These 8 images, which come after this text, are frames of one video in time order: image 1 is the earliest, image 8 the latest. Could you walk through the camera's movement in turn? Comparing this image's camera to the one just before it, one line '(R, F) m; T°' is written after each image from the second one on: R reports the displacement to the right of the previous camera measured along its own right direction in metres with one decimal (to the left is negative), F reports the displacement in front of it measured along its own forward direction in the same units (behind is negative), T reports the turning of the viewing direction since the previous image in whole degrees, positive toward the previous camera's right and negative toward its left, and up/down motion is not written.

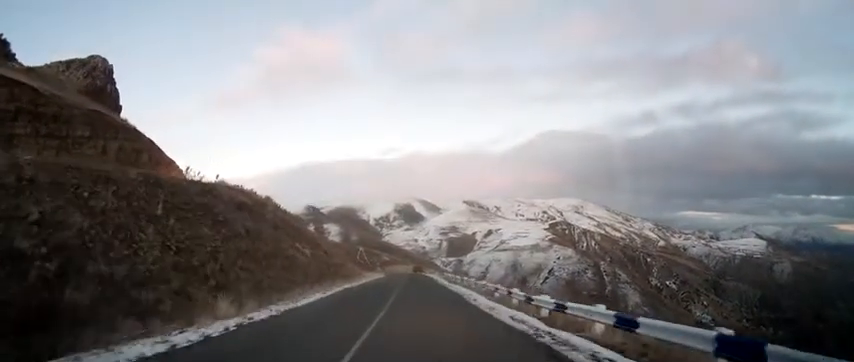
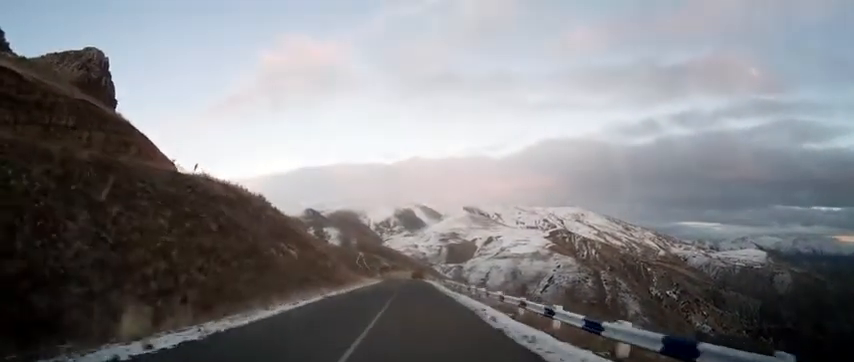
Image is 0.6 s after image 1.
(-0.1, +4.8) m; 0°
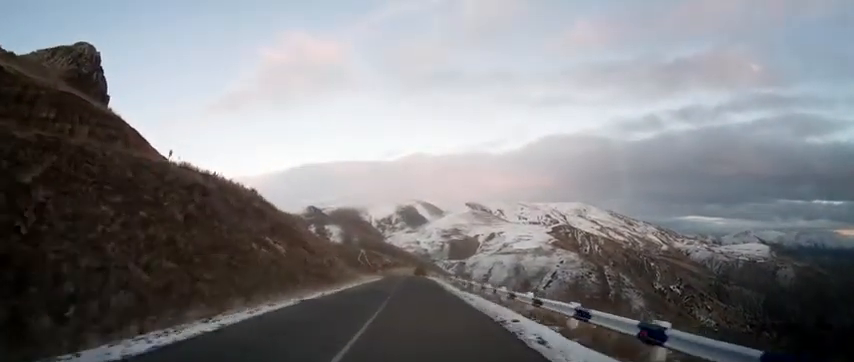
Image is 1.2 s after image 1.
(+0.3, +4.9) m; 0°
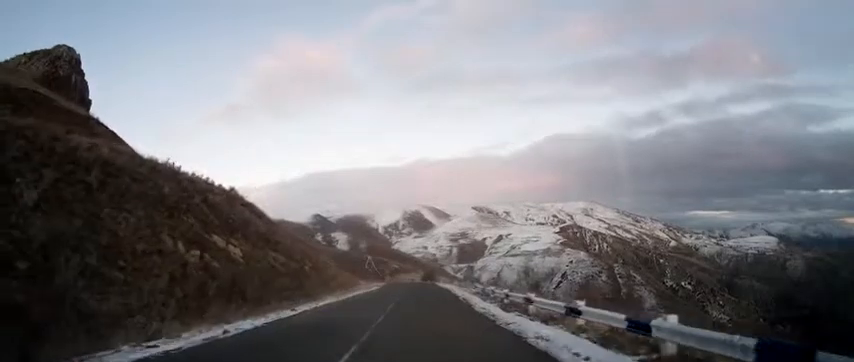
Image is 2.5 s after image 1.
(-0.3, +13.6) m; -2°
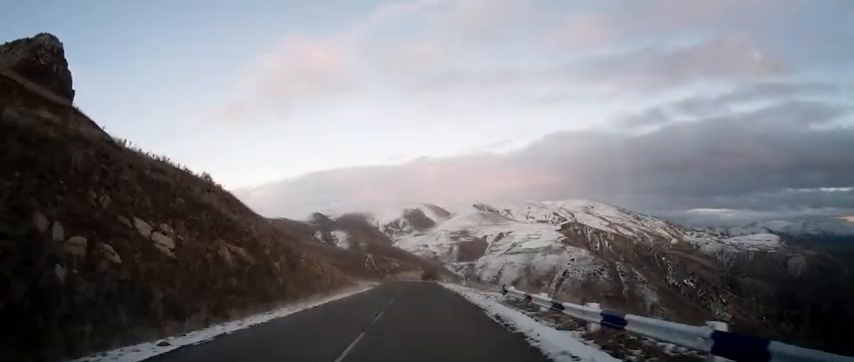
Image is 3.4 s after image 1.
(-0.1, +13.5) m; 0°
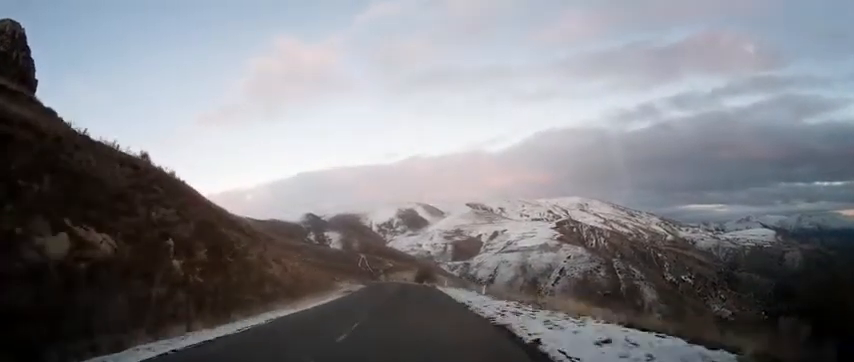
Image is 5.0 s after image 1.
(+0.4, +30.1) m; +1°
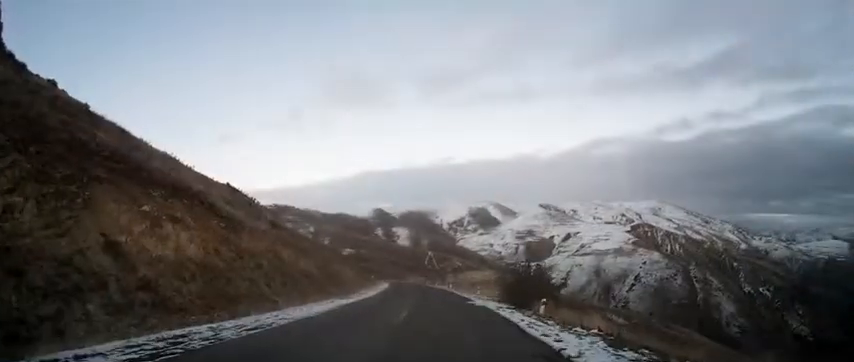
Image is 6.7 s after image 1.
(-0.6, +26.7) m; -7°
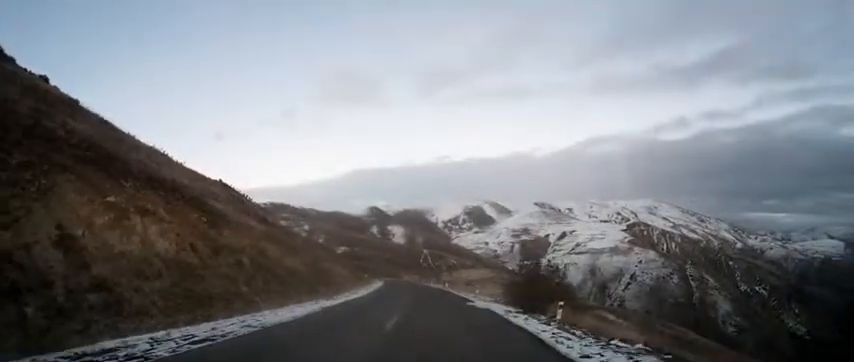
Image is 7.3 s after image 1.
(-0.4, +5.1) m; -4°
